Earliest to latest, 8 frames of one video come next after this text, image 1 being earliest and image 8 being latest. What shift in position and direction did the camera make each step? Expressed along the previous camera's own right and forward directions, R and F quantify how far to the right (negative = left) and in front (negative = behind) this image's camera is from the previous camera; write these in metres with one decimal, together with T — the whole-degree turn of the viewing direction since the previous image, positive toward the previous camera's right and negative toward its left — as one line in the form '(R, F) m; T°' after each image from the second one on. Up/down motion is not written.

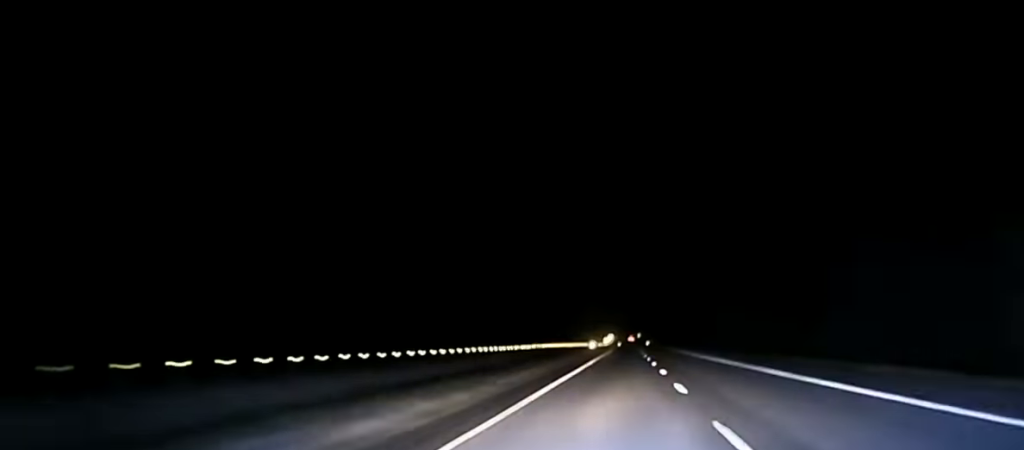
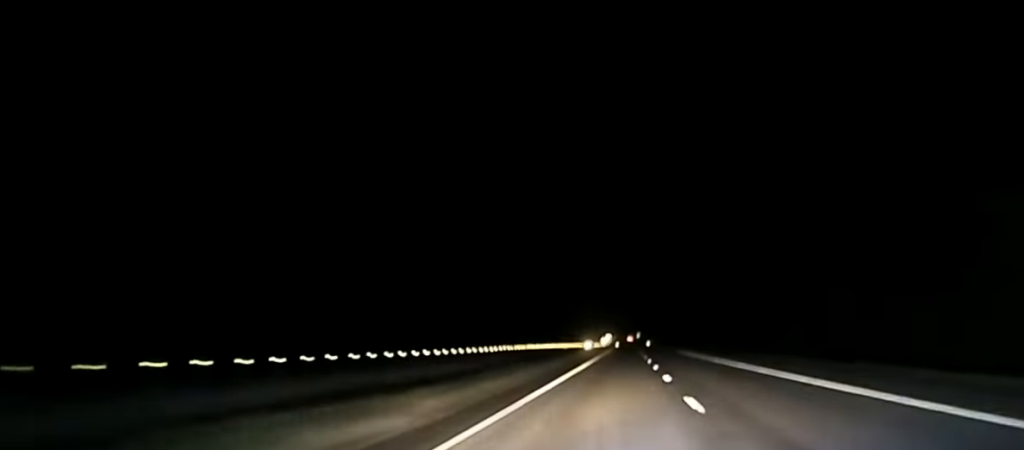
(+0.2, +42.7) m; 0°
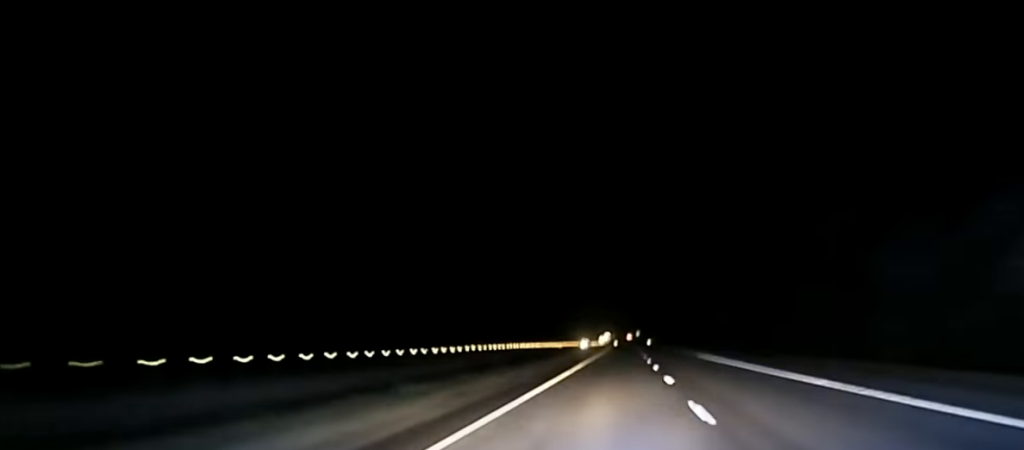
(-0.1, +27.0) m; 0°
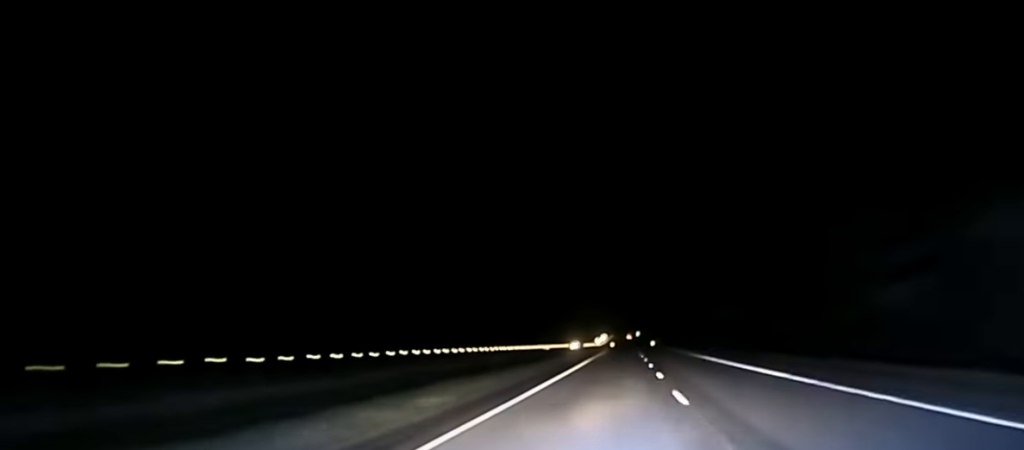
(0.0, +69.7) m; 0°
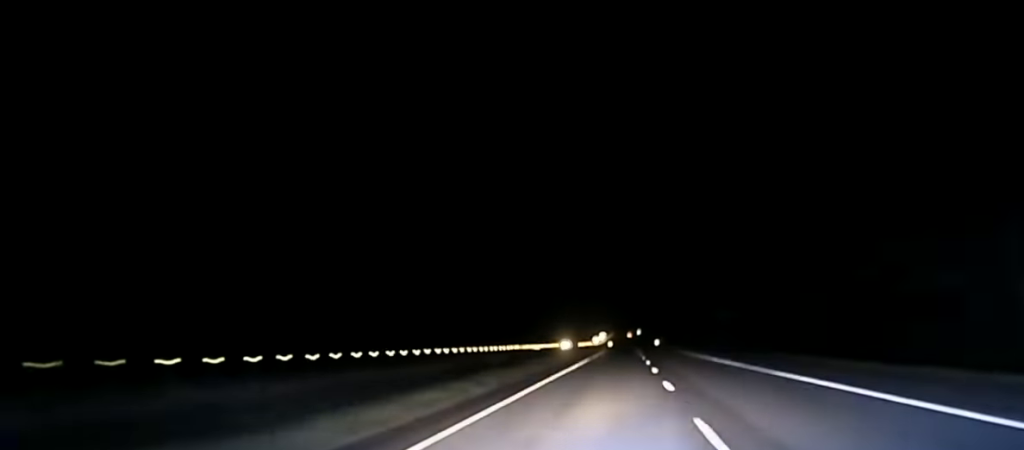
(0.0, +45.0) m; 0°
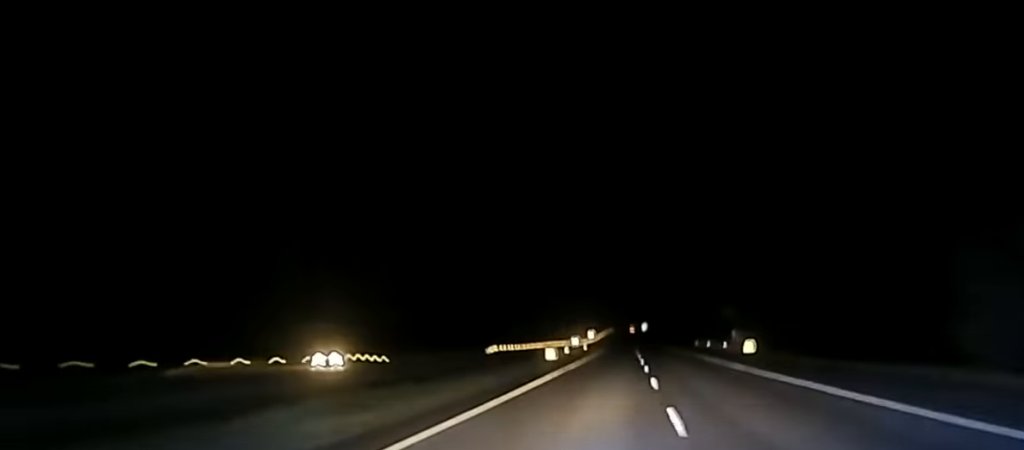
(+0.1, +218.1) m; 0°
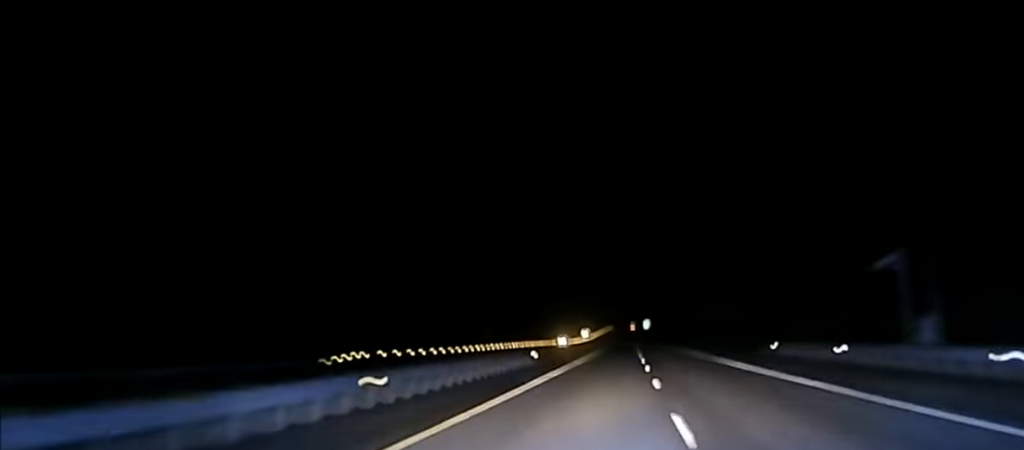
(0.0, +63.0) m; 0°
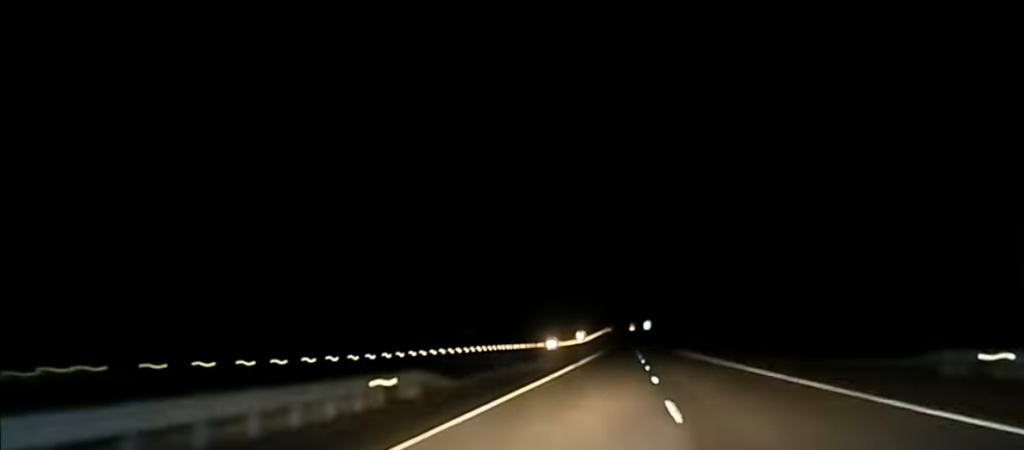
(+0.1, +33.8) m; 0°
